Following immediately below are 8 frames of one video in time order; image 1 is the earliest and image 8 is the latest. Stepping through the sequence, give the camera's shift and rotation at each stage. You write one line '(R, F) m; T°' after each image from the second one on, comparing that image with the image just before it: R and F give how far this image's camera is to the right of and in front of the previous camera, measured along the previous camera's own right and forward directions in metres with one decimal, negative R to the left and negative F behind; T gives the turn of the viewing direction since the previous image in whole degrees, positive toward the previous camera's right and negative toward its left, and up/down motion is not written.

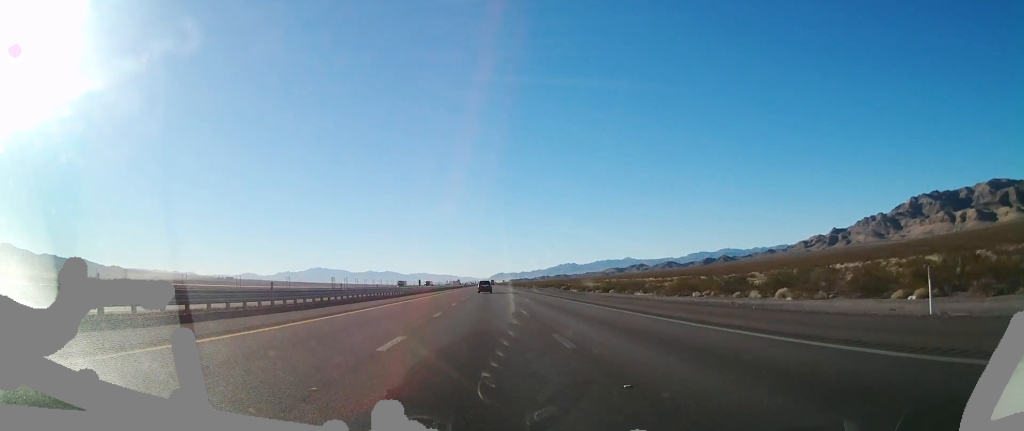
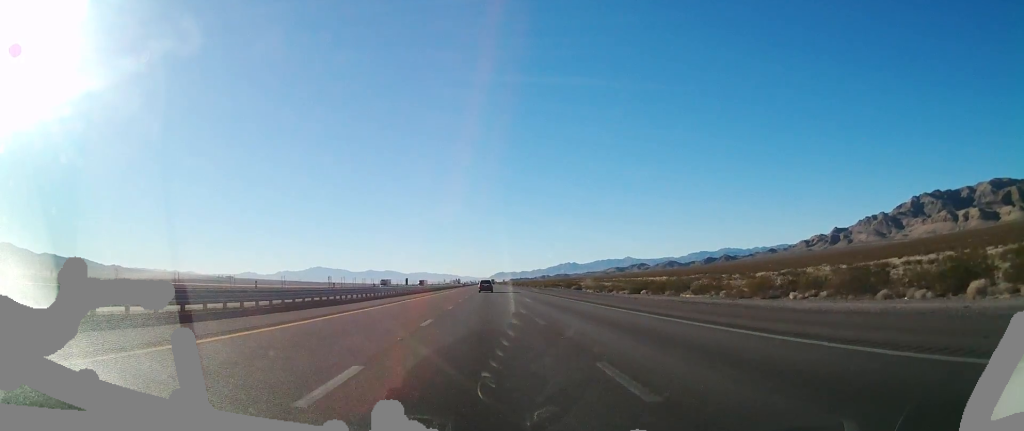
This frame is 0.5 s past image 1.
(-0.2, +17.7) m; 0°
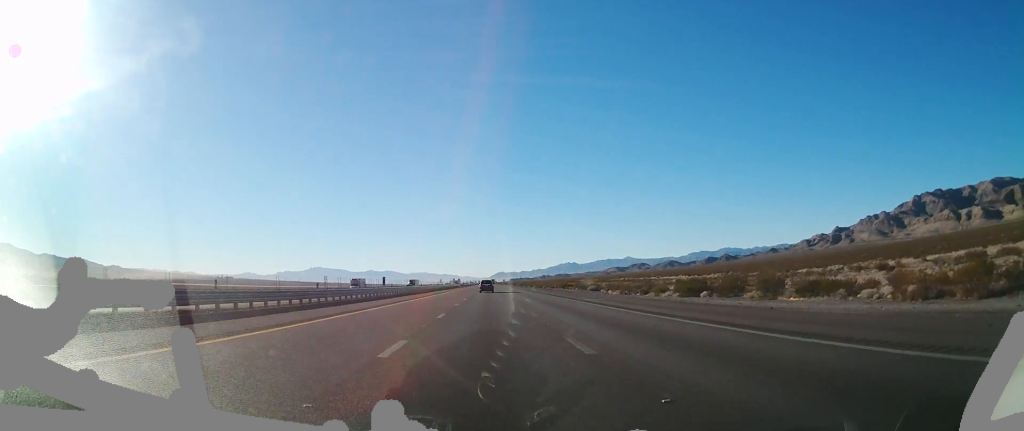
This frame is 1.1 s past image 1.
(-0.2, +20.0) m; 0°
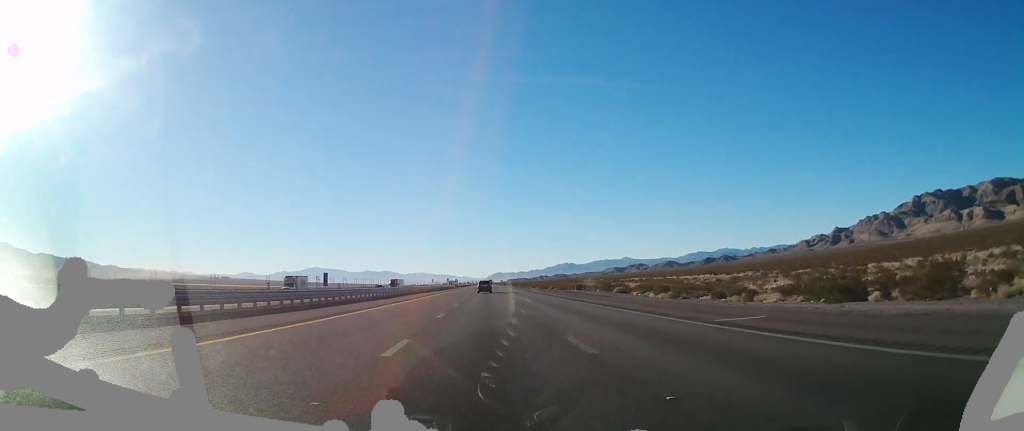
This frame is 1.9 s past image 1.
(+0.3, +24.4) m; +1°
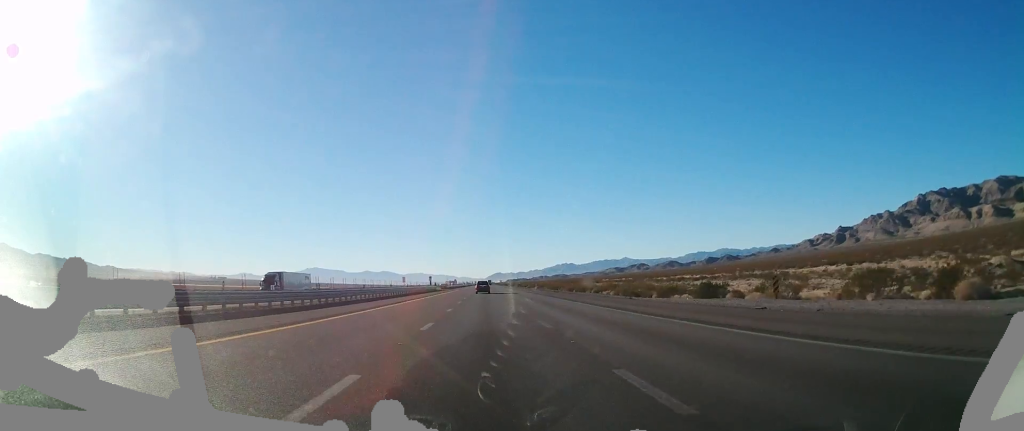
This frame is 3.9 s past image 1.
(+0.1, +66.9) m; 0°
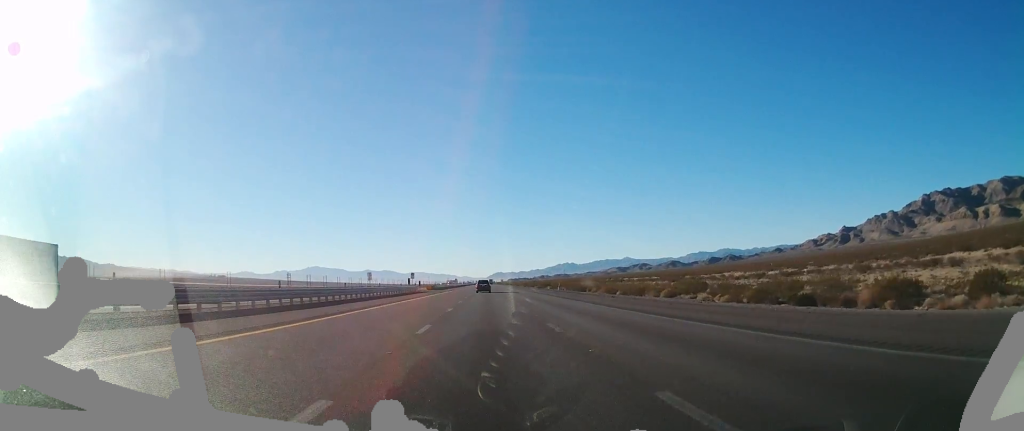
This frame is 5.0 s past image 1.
(+0.1, +38.7) m; 0°
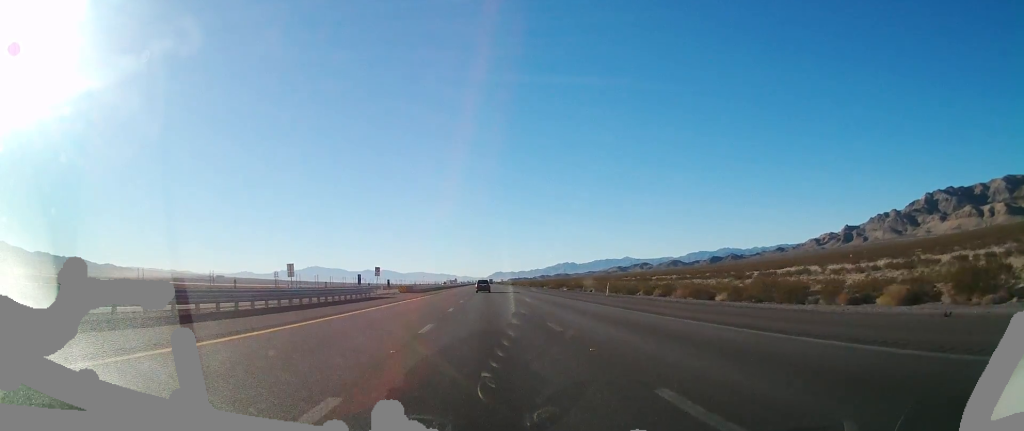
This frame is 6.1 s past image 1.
(0.0, +36.6) m; 0°
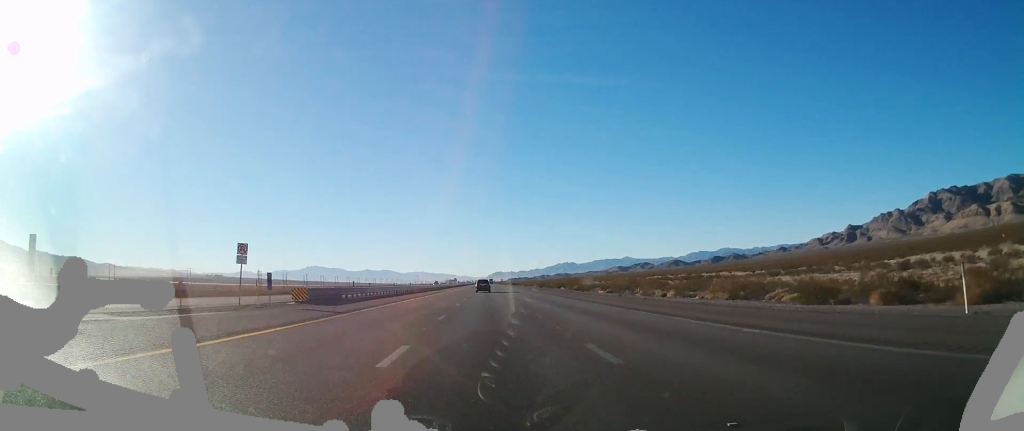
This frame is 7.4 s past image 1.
(+0.1, +43.2) m; 0°
